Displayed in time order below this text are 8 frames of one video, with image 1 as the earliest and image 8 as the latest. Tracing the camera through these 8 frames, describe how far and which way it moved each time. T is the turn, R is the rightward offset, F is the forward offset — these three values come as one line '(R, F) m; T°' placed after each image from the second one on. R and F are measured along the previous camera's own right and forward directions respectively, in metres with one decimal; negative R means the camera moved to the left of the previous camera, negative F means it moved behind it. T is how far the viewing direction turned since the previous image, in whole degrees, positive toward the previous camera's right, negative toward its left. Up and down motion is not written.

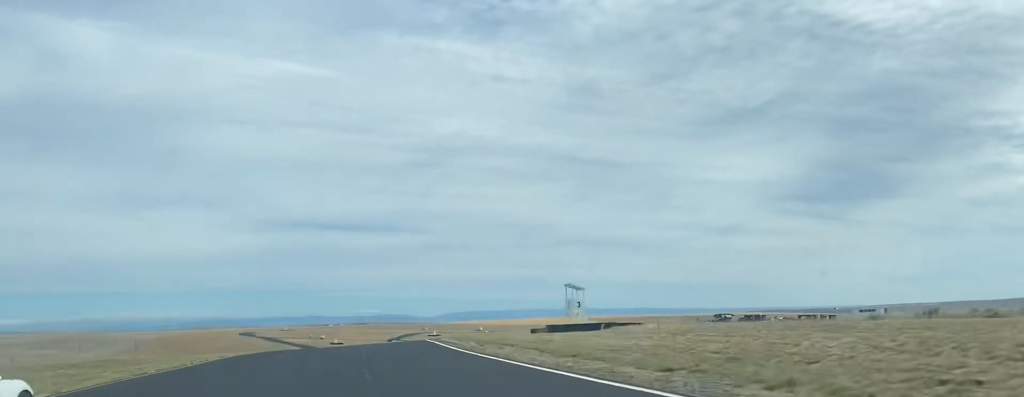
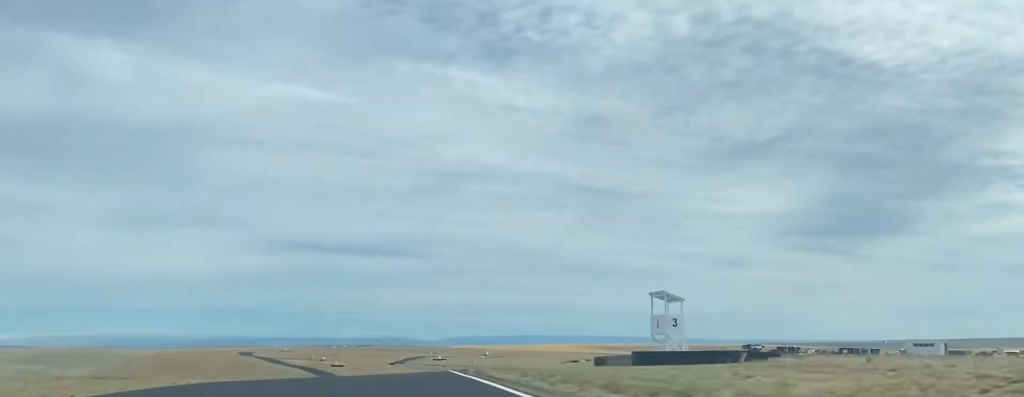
(-0.6, +25.7) m; -1°
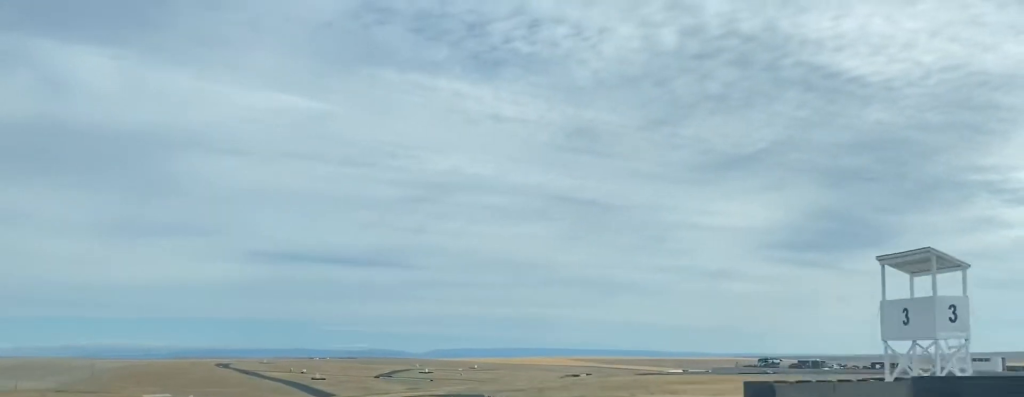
(-0.5, +28.0) m; 0°
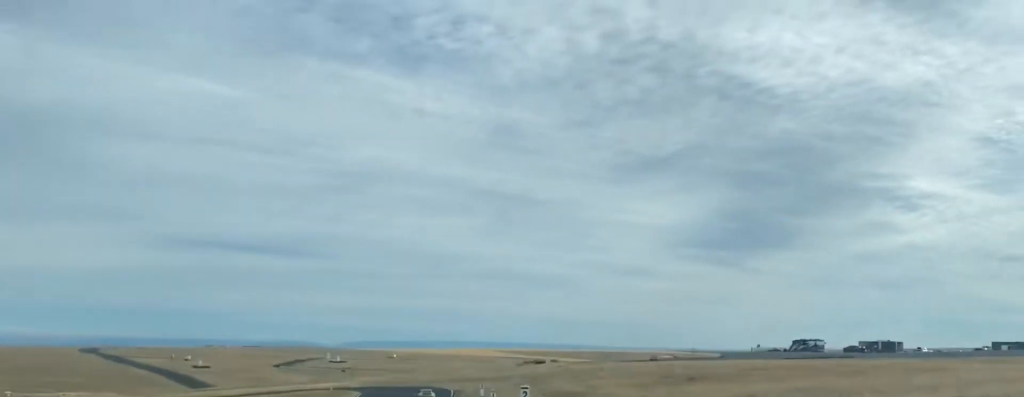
(+4.6, +91.7) m; +7°
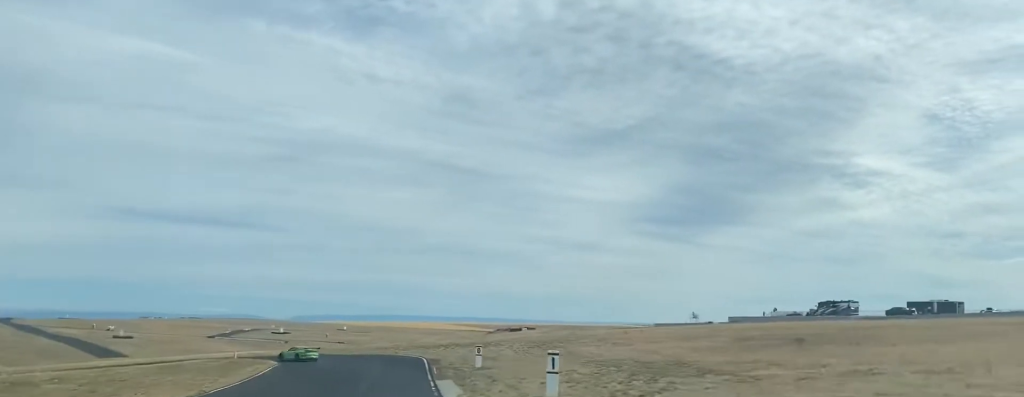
(+1.7, +41.3) m; +4°
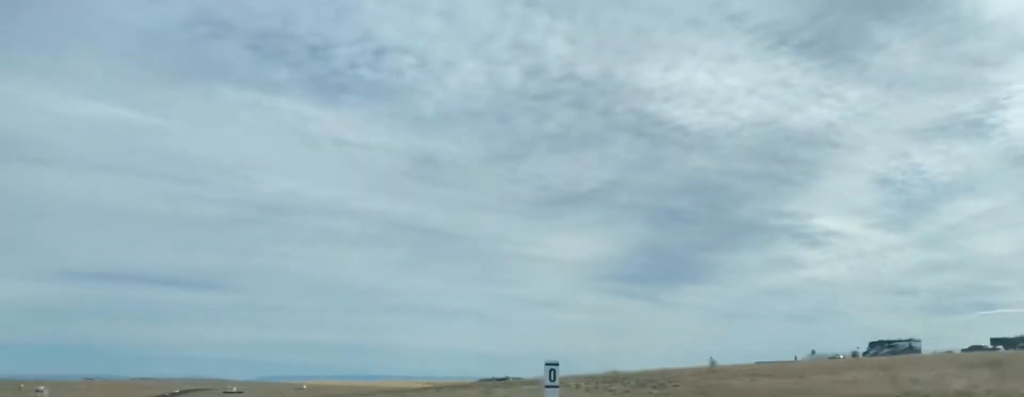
(+0.9, +35.6) m; 0°
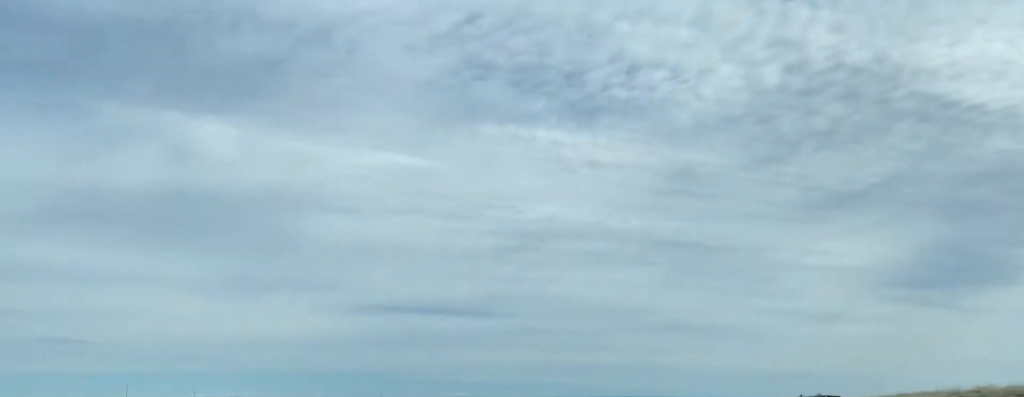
(-2.2, +29.0) m; -32°
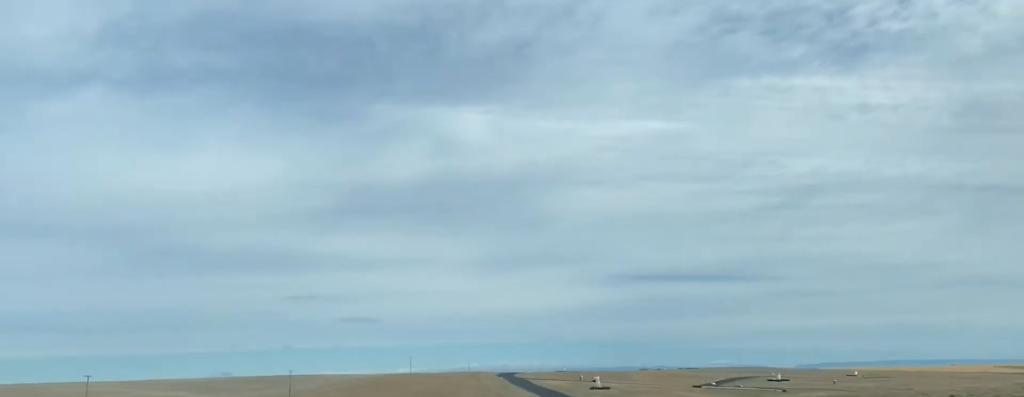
(+1.5, +9.2) m; -24°
